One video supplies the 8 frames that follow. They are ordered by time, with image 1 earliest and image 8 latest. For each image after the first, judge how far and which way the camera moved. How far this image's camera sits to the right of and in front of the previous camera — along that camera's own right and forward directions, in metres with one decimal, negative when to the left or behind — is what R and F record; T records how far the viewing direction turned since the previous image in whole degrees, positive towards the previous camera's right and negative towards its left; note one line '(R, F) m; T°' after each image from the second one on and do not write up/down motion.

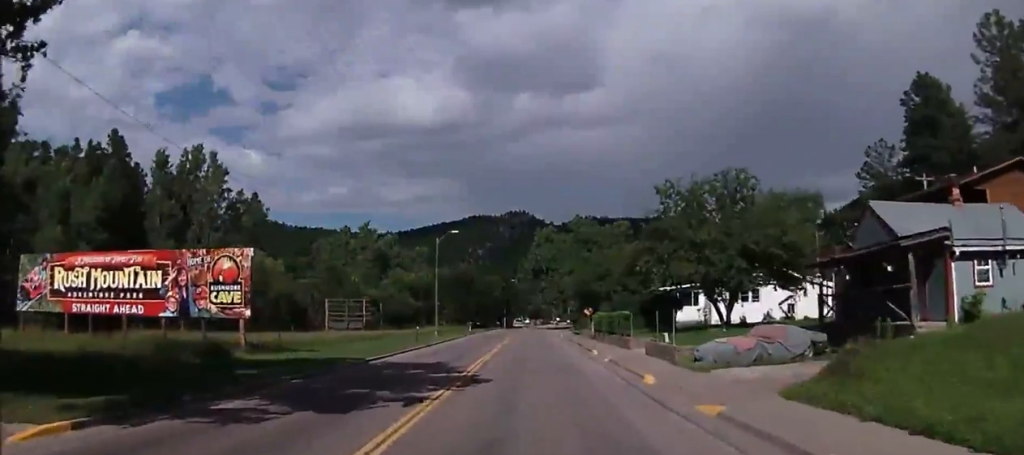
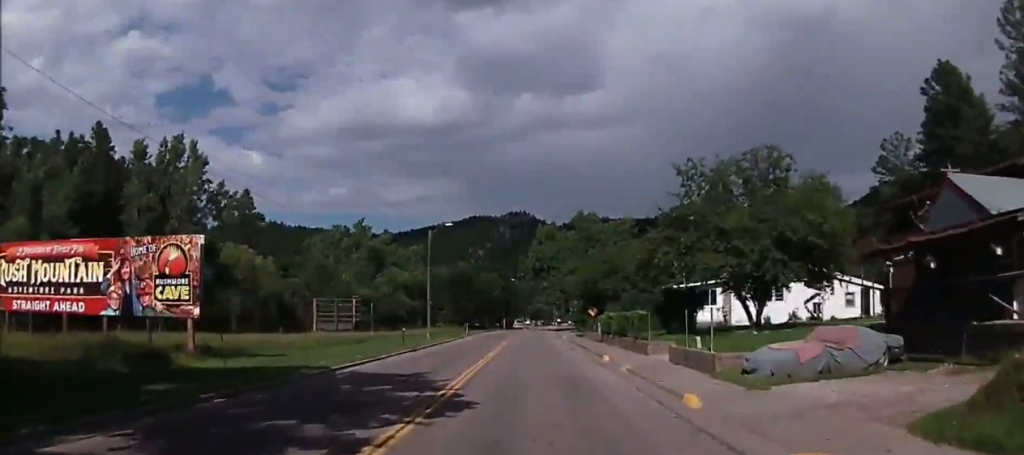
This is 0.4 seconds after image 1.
(+0.3, +5.0) m; -1°
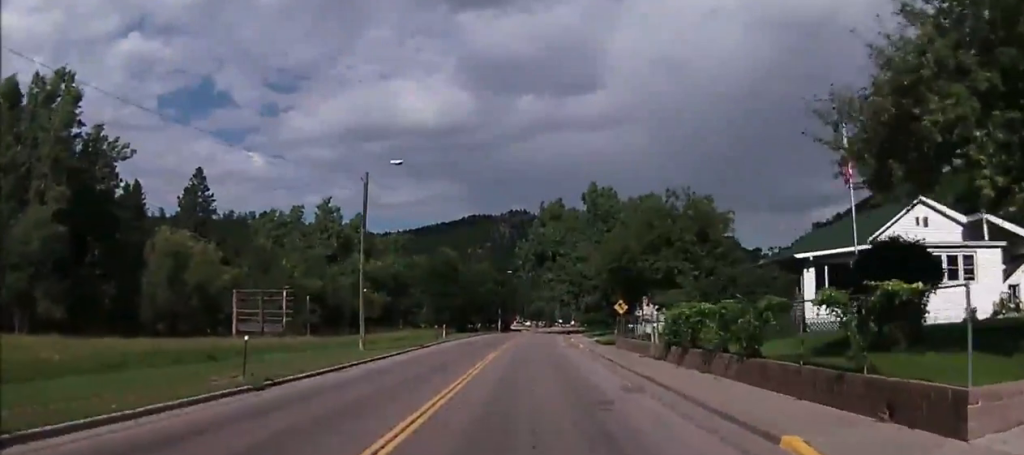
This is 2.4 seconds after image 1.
(-0.6, +22.5) m; 0°
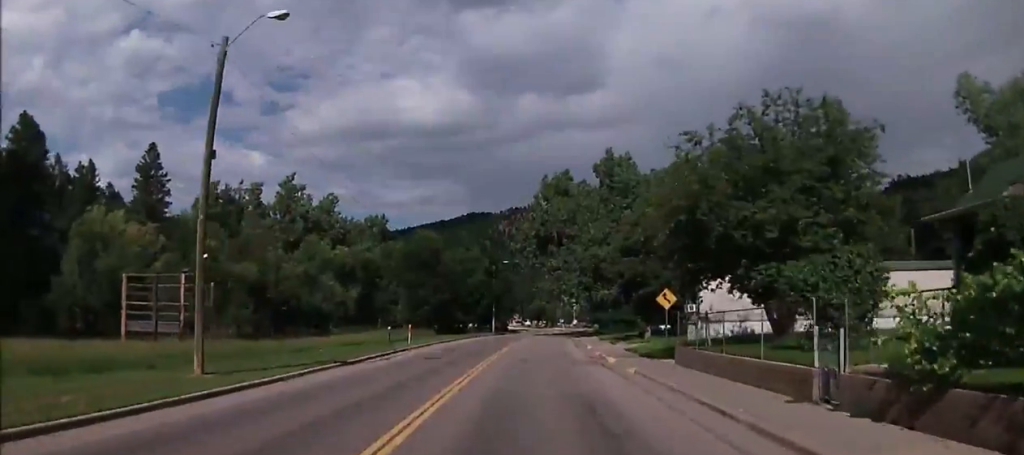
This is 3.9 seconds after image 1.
(-0.1, +17.5) m; -4°
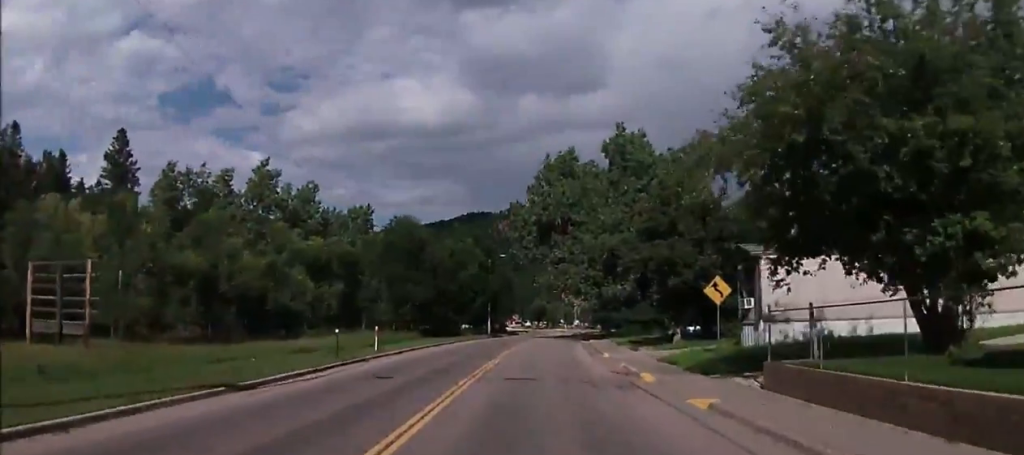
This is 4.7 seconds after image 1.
(-0.2, +9.7) m; -8°
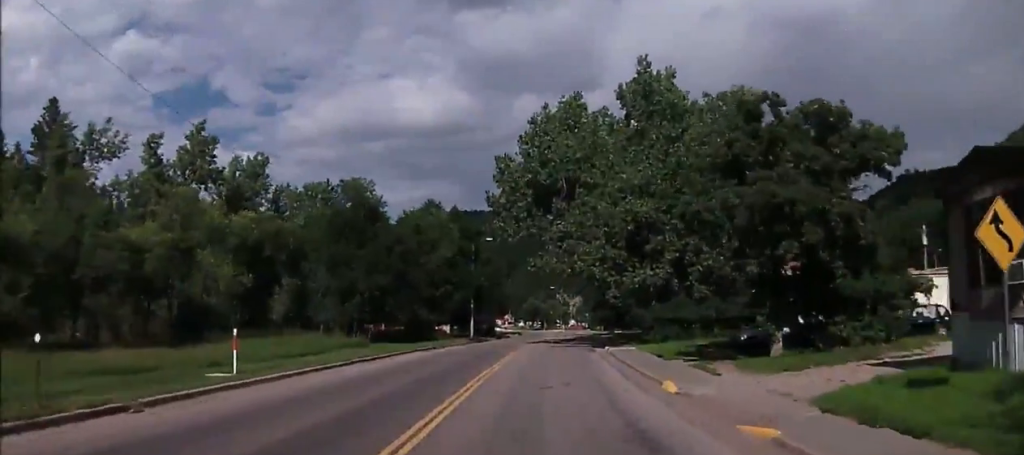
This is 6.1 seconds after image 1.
(+0.4, +15.9) m; +19°
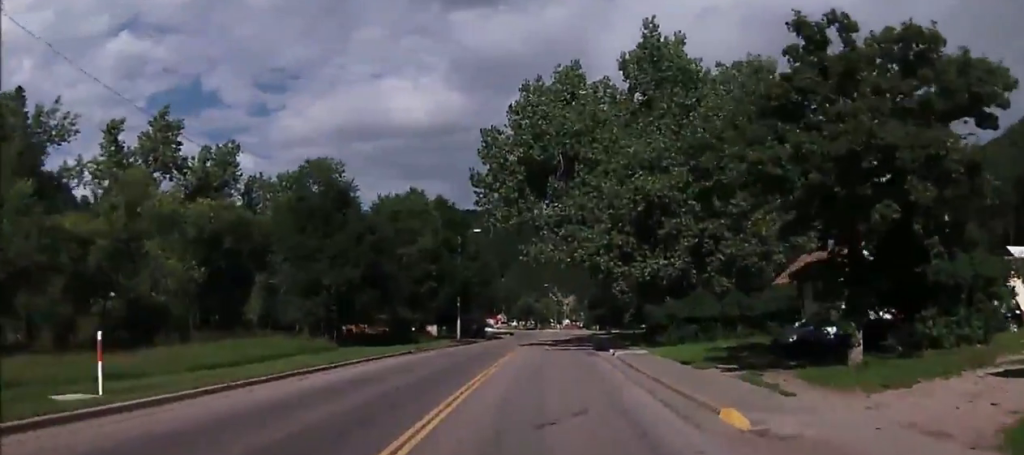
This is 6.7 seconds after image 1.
(+2.3, +5.2) m; +7°
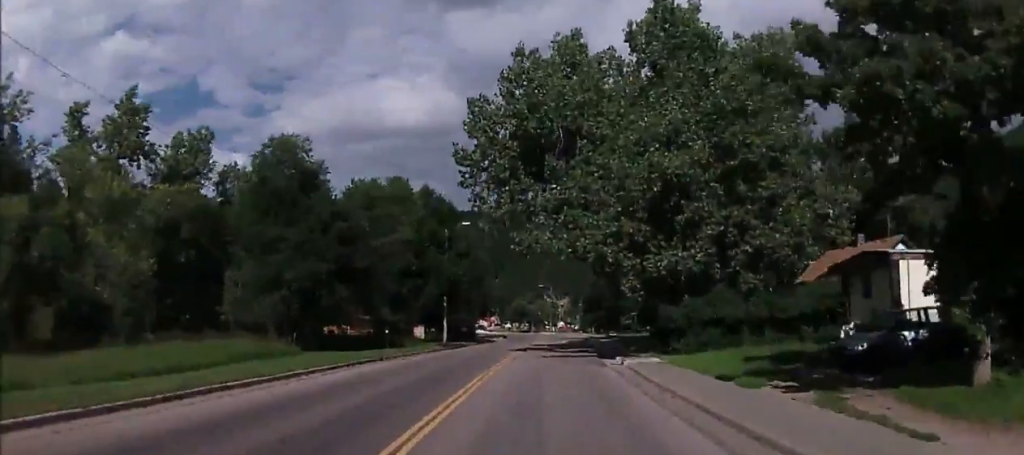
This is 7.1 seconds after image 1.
(-0.2, +5.1) m; -2°
